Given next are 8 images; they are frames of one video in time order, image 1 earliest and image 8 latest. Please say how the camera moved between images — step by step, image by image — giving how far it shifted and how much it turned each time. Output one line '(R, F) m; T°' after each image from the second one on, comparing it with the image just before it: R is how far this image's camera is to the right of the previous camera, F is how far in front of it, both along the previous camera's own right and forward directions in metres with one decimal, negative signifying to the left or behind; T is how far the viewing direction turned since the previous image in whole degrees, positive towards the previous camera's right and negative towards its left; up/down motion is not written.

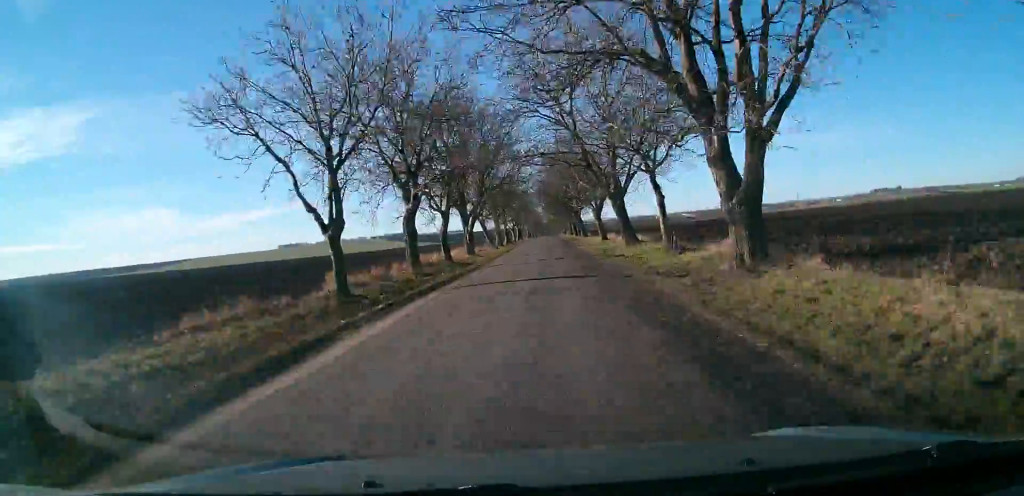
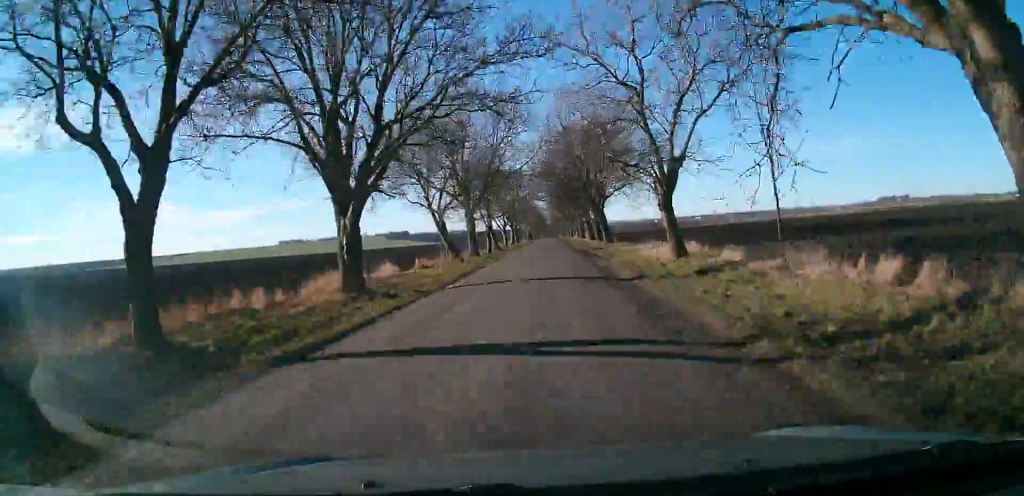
(0.0, +30.2) m; 0°
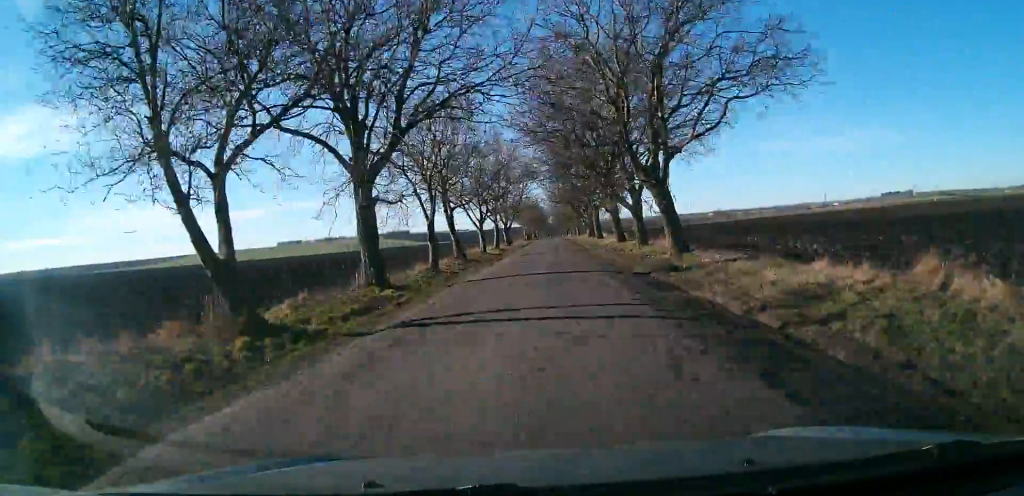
(0.0, +28.8) m; 0°
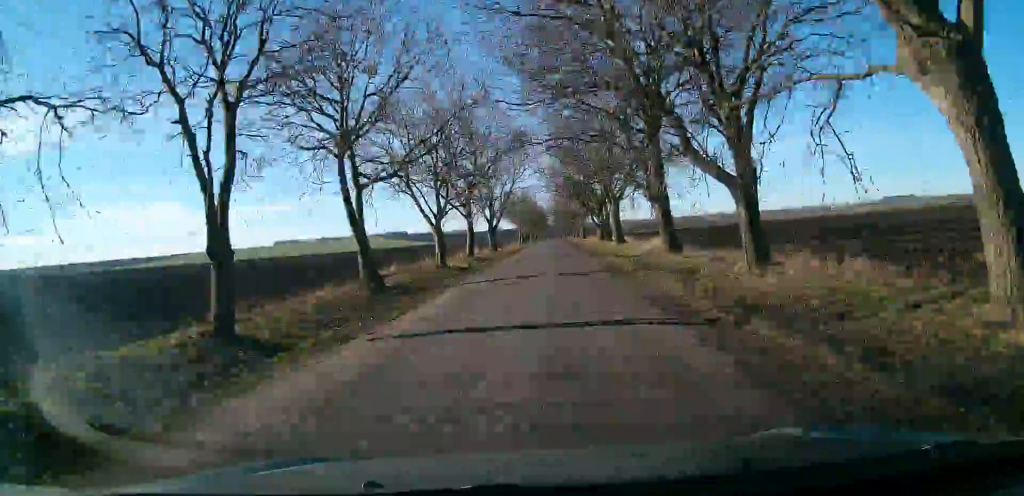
(0.0, +19.9) m; 0°
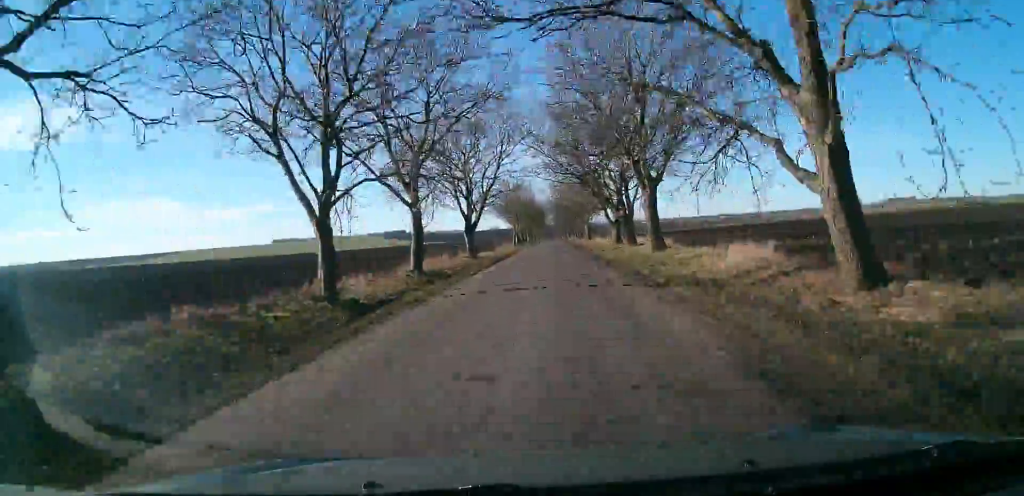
(0.0, +16.6) m; 0°
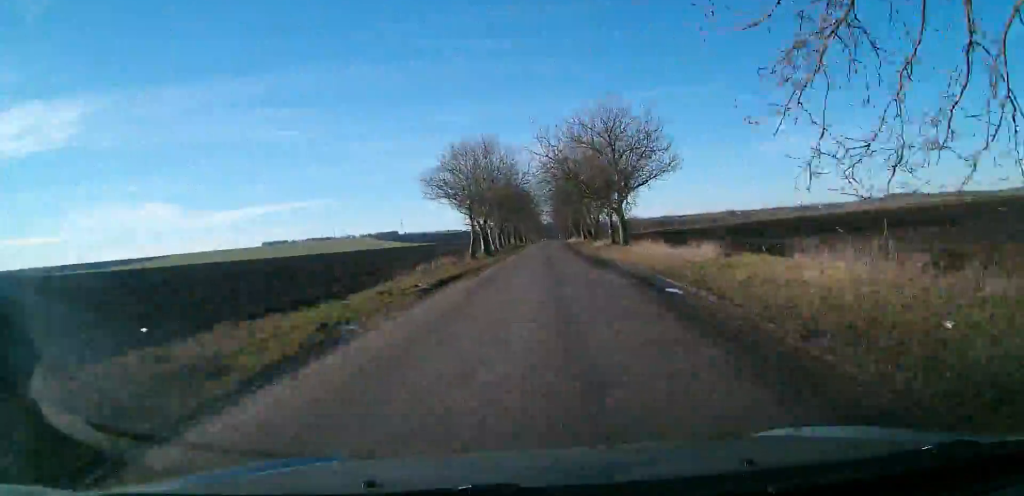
(-0.2, +47.2) m; 0°
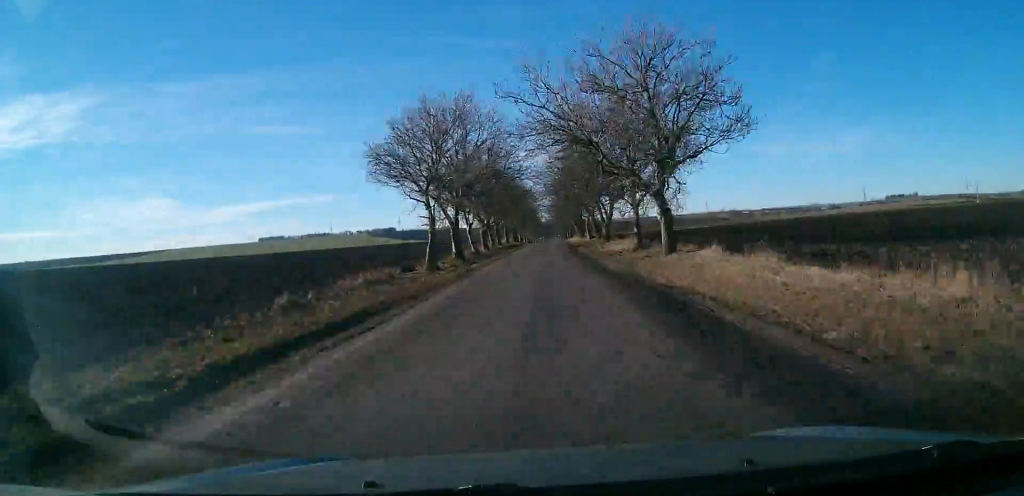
(+0.1, +16.4) m; 0°
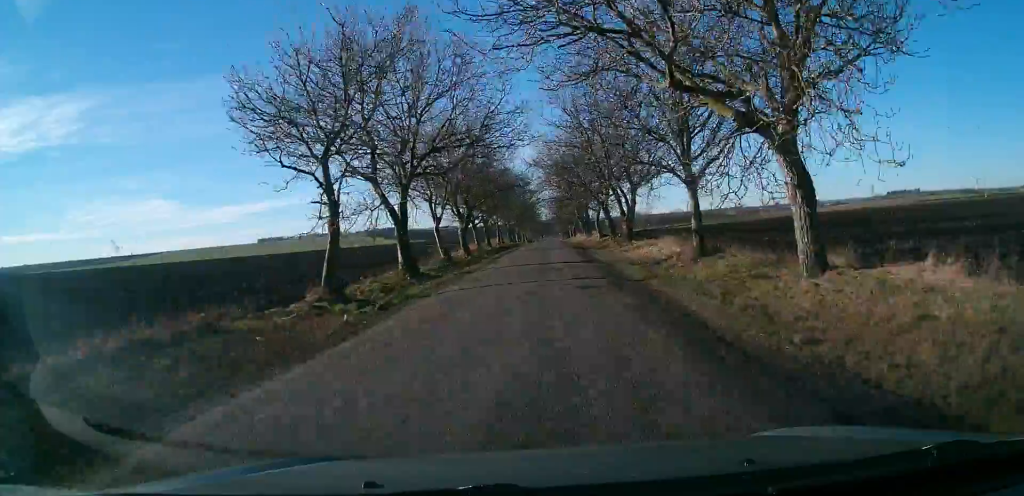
(0.0, +14.6) m; 0°
